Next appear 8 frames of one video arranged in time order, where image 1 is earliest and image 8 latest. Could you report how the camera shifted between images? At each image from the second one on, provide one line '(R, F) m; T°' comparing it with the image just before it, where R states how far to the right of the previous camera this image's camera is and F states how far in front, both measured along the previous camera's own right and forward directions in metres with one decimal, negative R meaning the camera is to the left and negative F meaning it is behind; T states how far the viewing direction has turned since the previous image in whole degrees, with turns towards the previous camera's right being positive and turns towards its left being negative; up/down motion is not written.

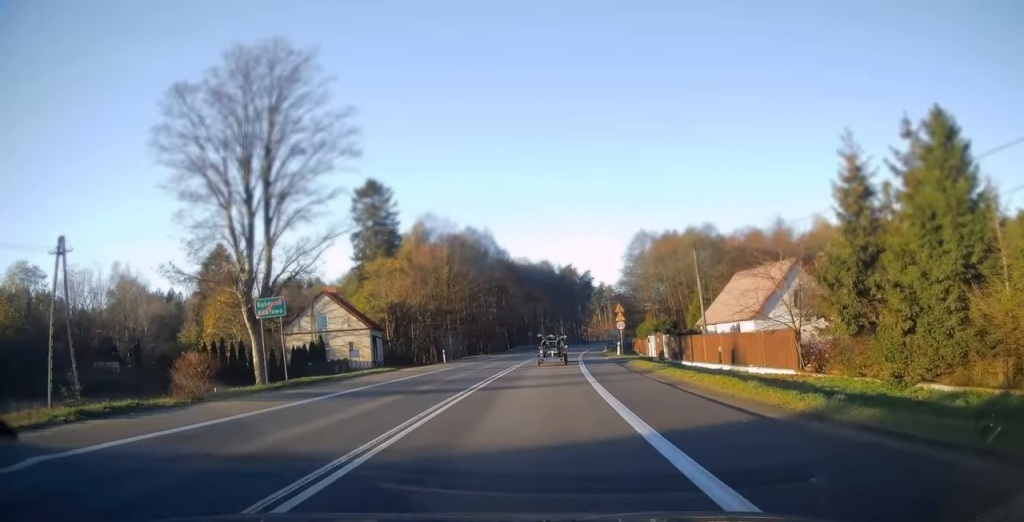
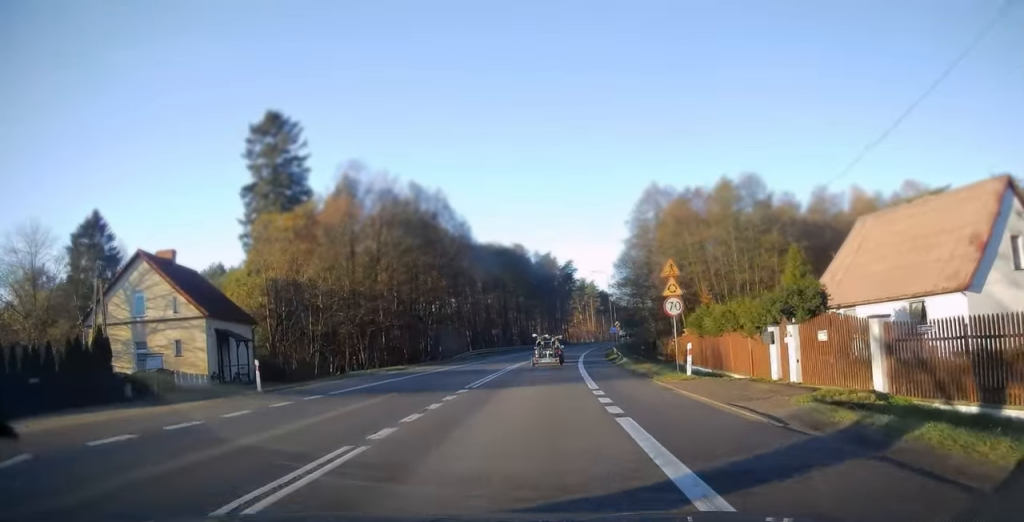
(+1.1, +29.0) m; +3°
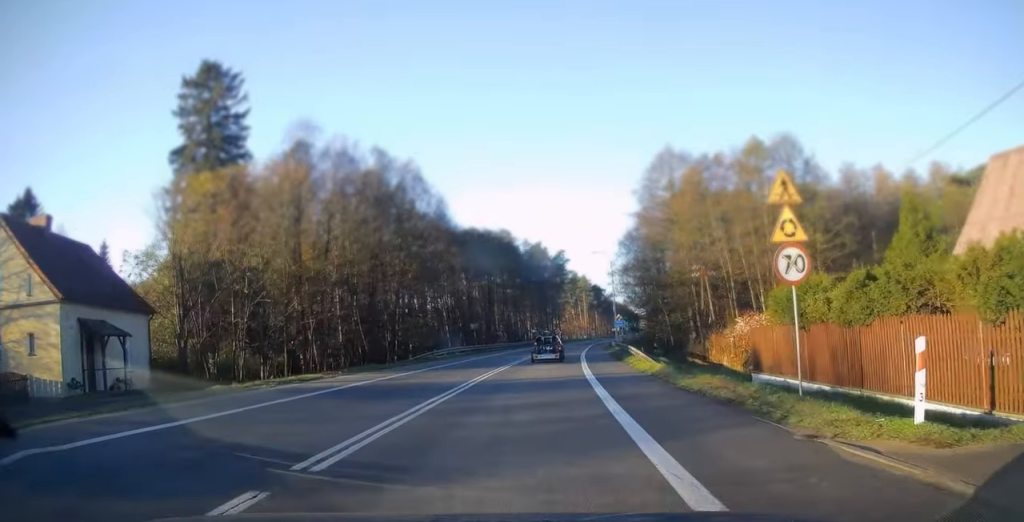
(+0.1, +12.5) m; +1°
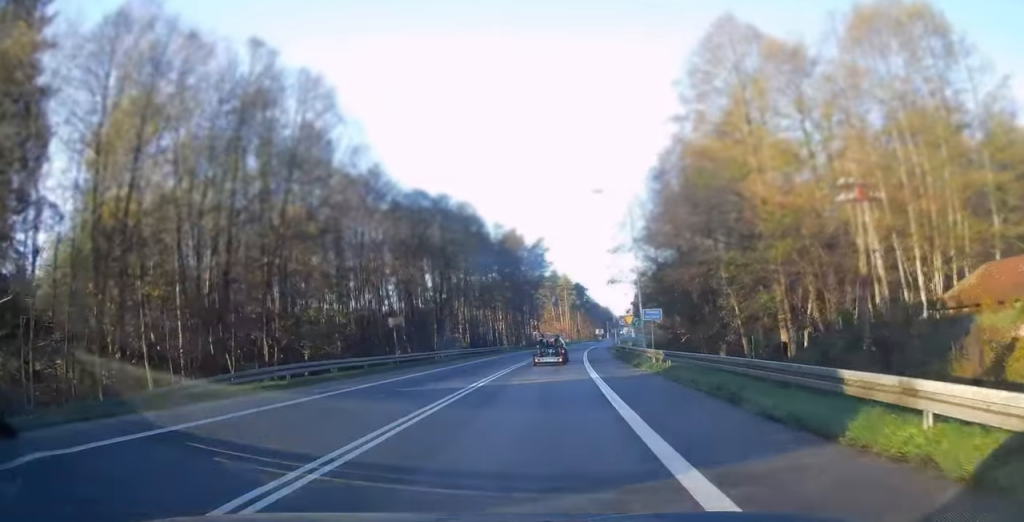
(+0.2, +25.1) m; +2°
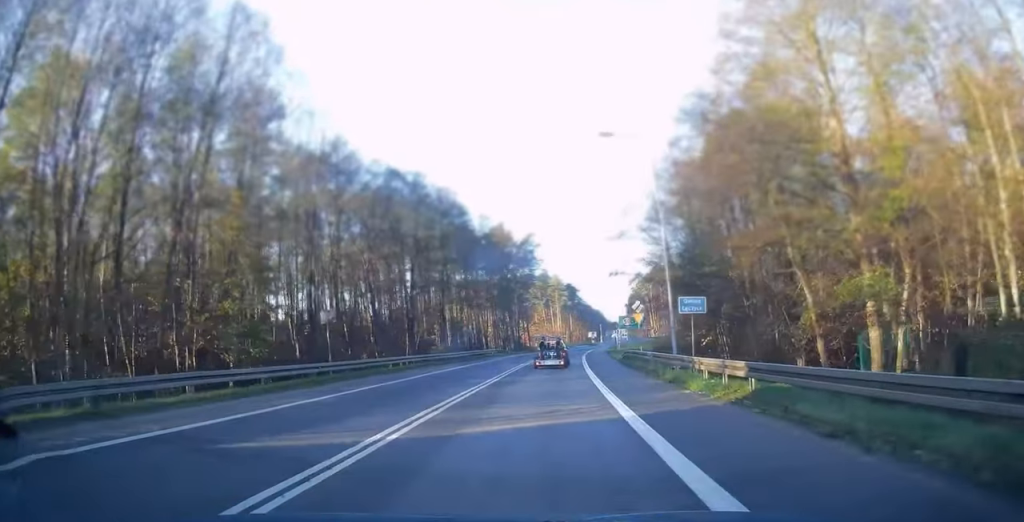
(0.0, +9.8) m; +1°
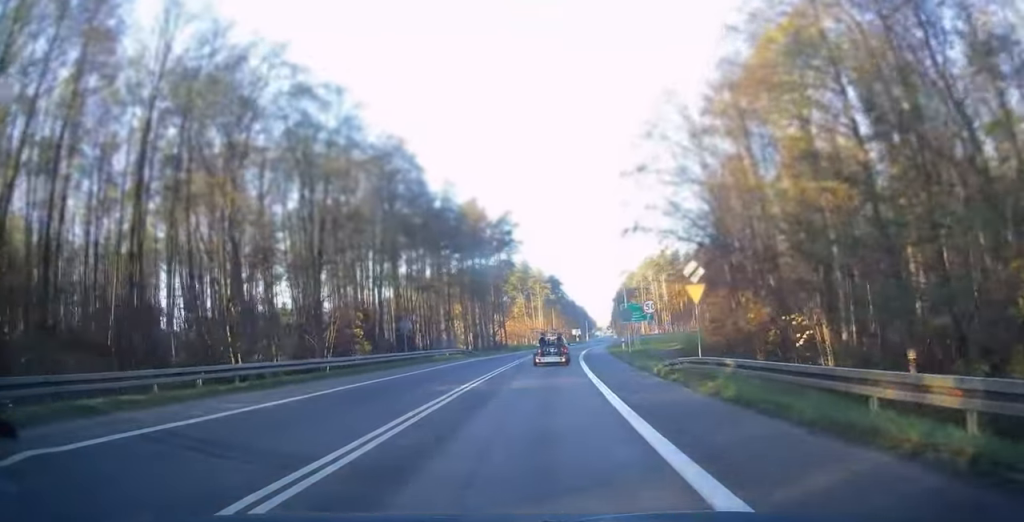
(+0.4, +19.1) m; +1°
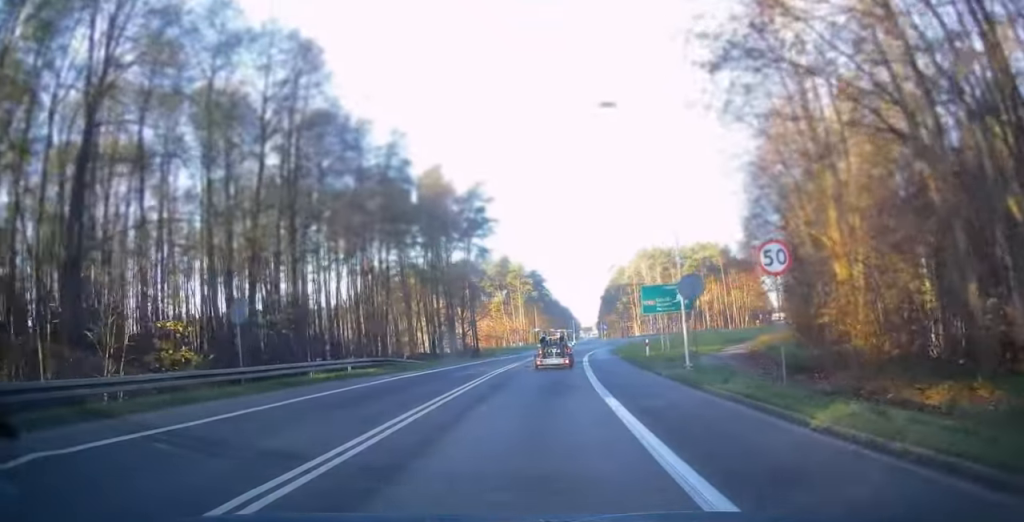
(0.0, +19.8) m; +1°
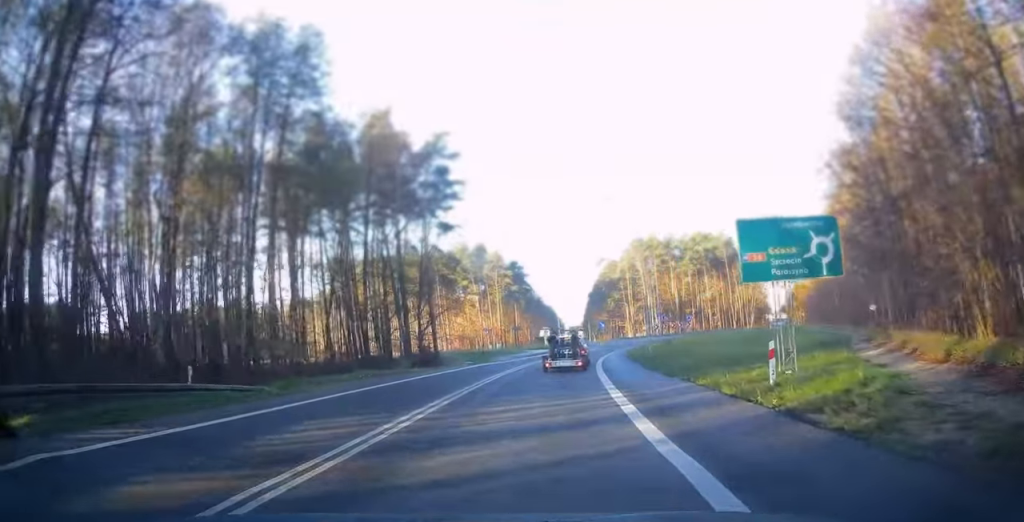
(+0.6, +20.0) m; +2°
